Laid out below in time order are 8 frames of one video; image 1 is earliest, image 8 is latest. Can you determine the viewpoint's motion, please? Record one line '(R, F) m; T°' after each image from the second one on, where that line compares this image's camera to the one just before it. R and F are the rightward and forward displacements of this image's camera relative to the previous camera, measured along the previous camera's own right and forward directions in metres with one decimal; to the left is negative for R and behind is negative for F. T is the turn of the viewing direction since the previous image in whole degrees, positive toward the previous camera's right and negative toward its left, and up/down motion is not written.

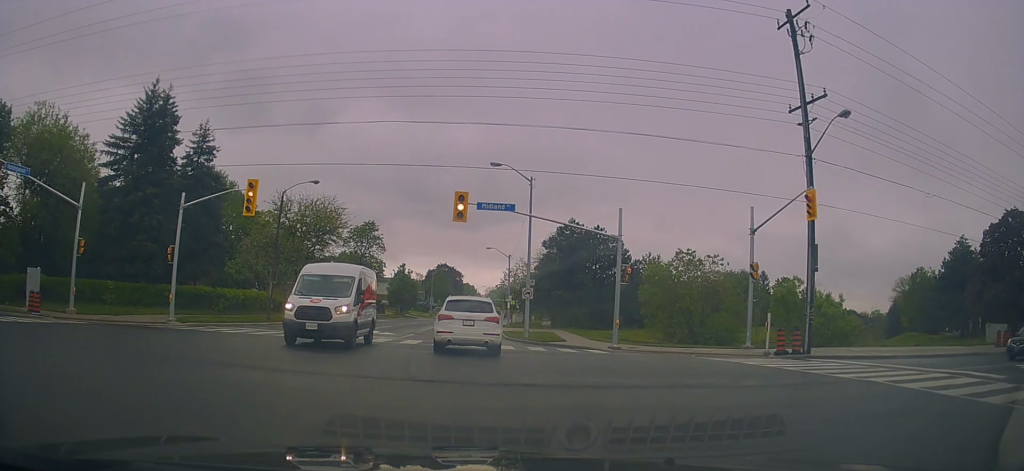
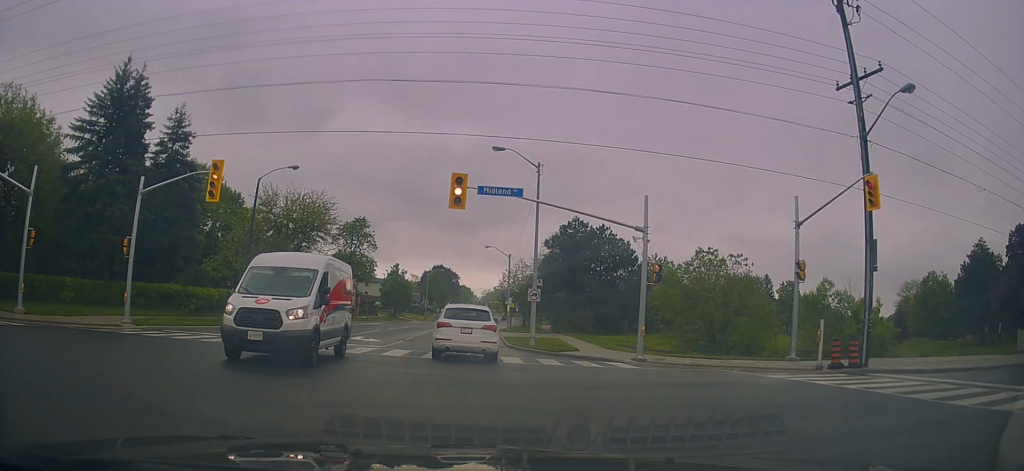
(-0.2, +3.8) m; 0°
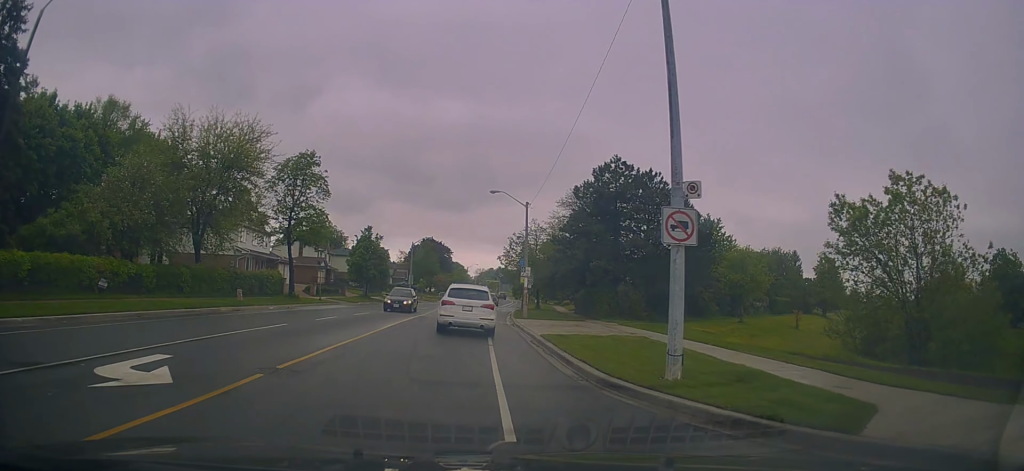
(+0.9, +18.2) m; +2°
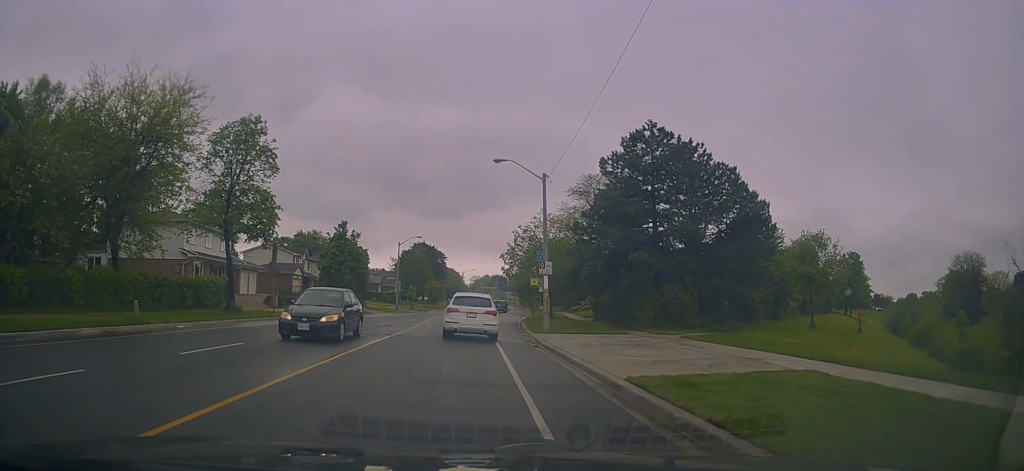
(-0.2, +9.7) m; +1°
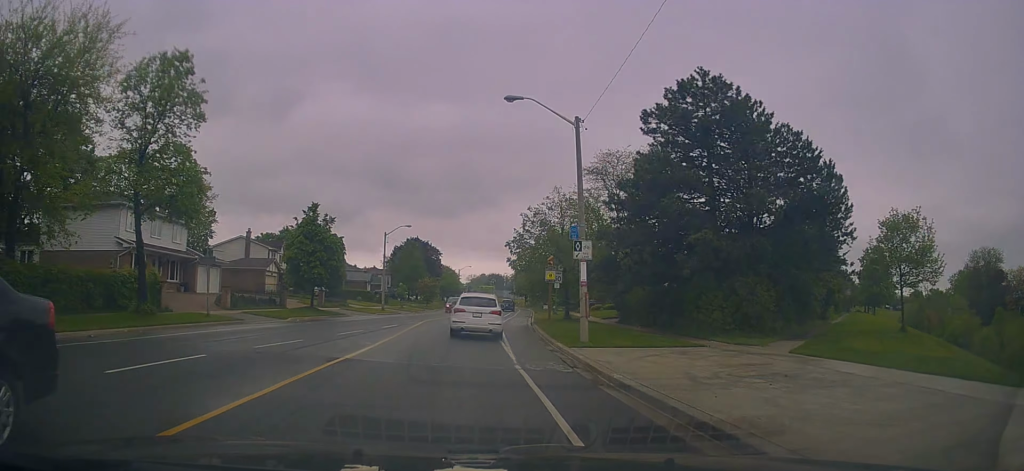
(+0.2, +8.6) m; 0°
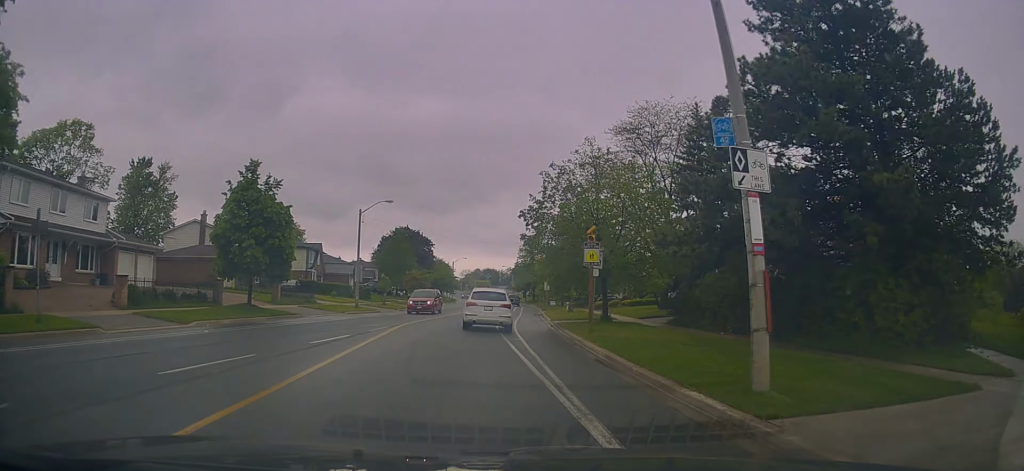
(0.0, +11.1) m; 0°
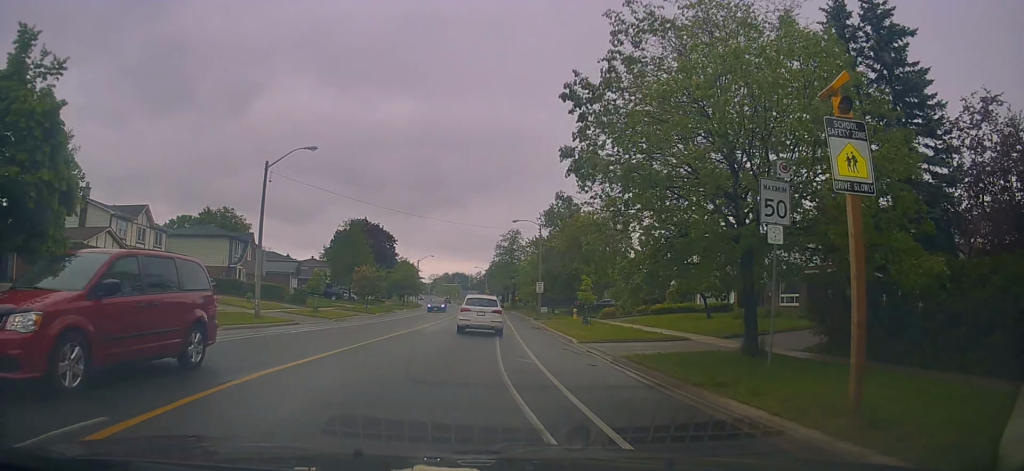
(+0.3, +15.9) m; +3°
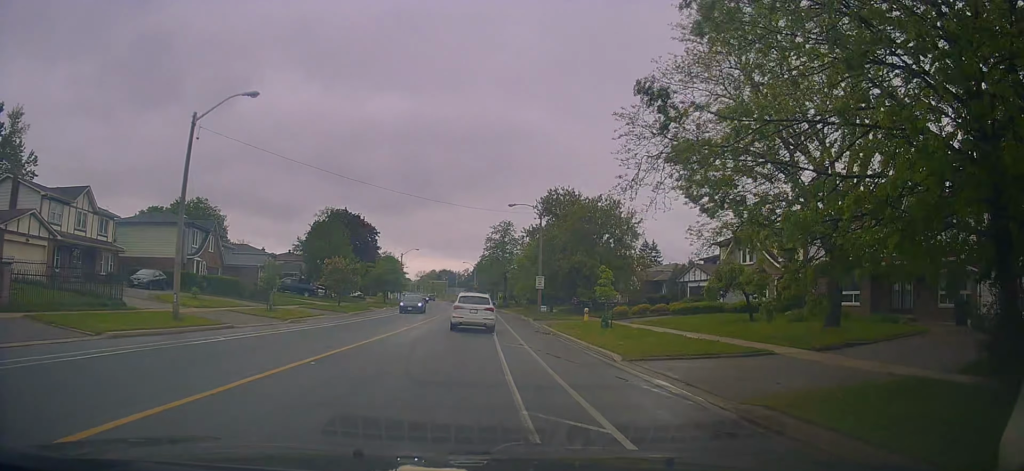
(0.0, +6.8) m; +2°
